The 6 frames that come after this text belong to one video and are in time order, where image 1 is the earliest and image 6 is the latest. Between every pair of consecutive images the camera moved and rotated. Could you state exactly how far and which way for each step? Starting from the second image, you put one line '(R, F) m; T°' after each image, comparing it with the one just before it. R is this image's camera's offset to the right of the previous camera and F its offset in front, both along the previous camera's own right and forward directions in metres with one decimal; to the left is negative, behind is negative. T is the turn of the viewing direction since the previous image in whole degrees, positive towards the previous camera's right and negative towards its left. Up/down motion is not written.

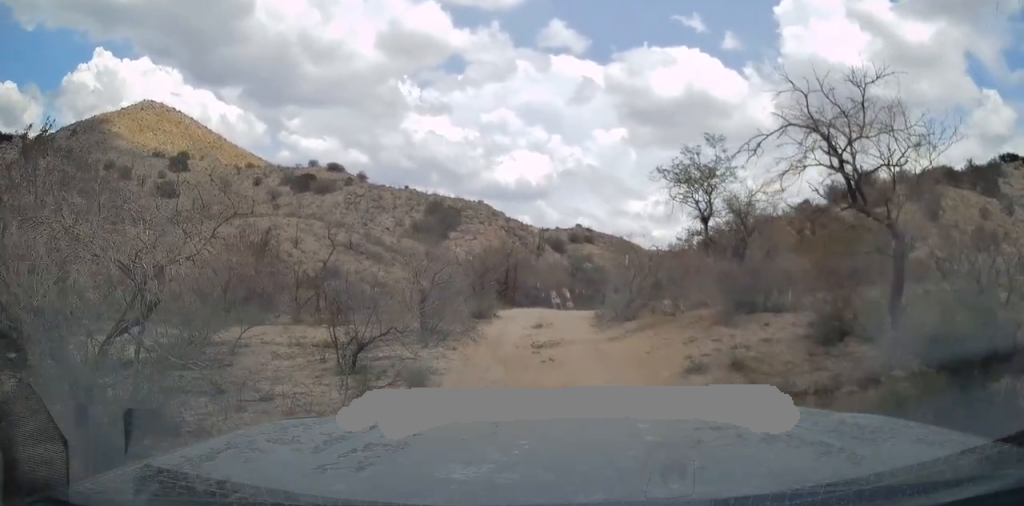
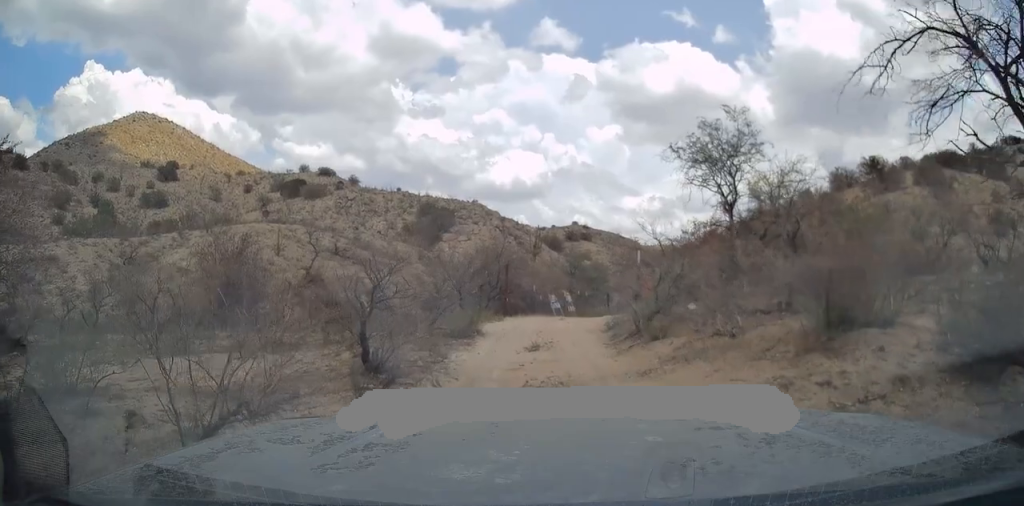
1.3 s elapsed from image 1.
(0.0, +4.0) m; -3°
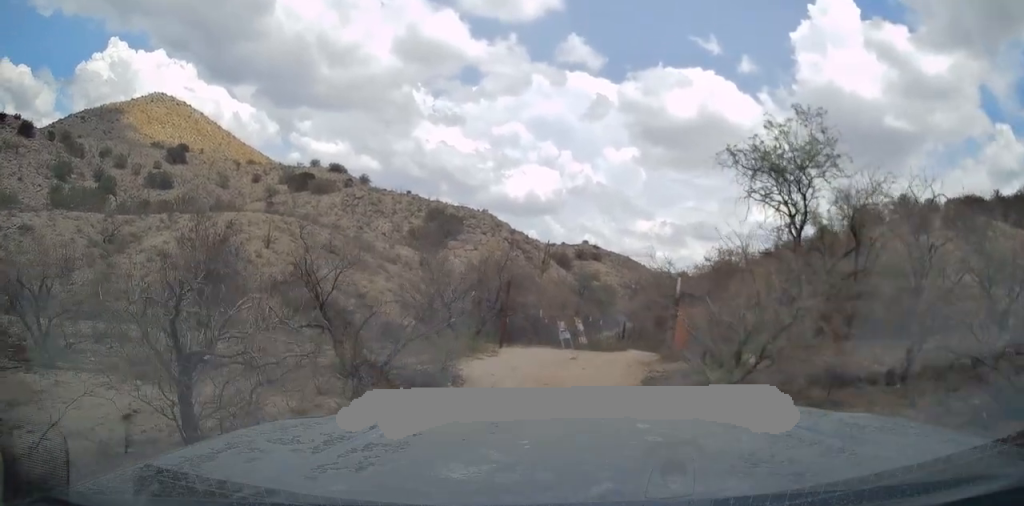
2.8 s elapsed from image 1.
(-0.1, +4.3) m; -4°
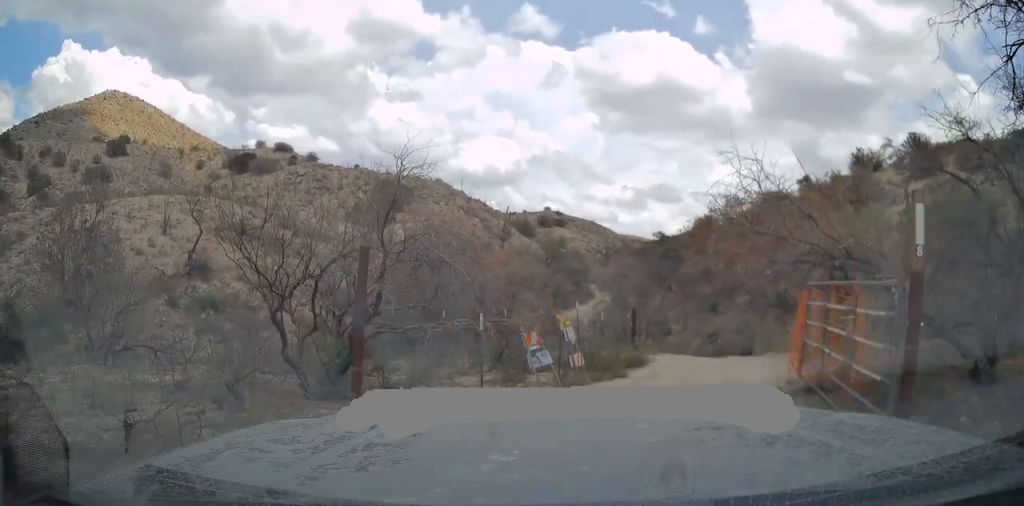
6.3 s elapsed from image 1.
(+0.6, +10.3) m; +13°
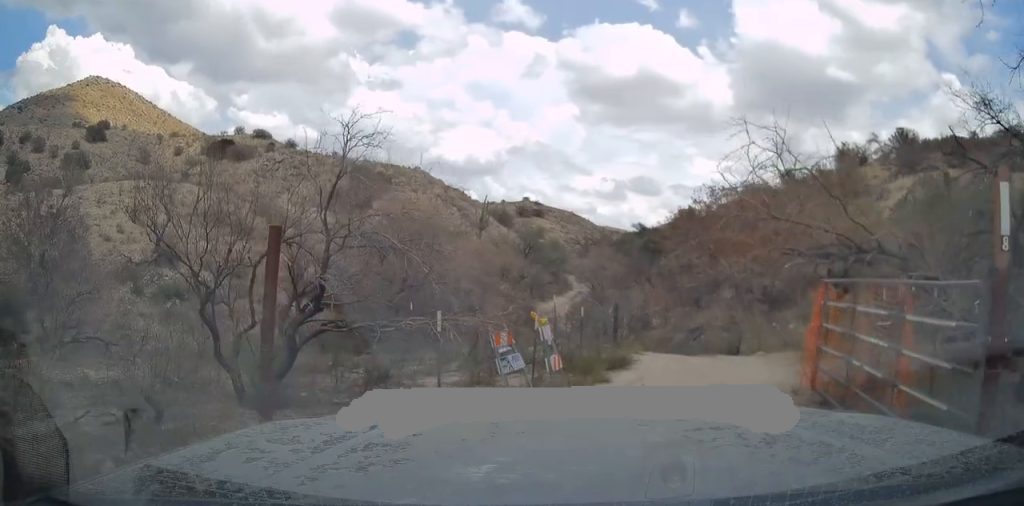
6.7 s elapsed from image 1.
(+0.1, +1.3) m; +2°
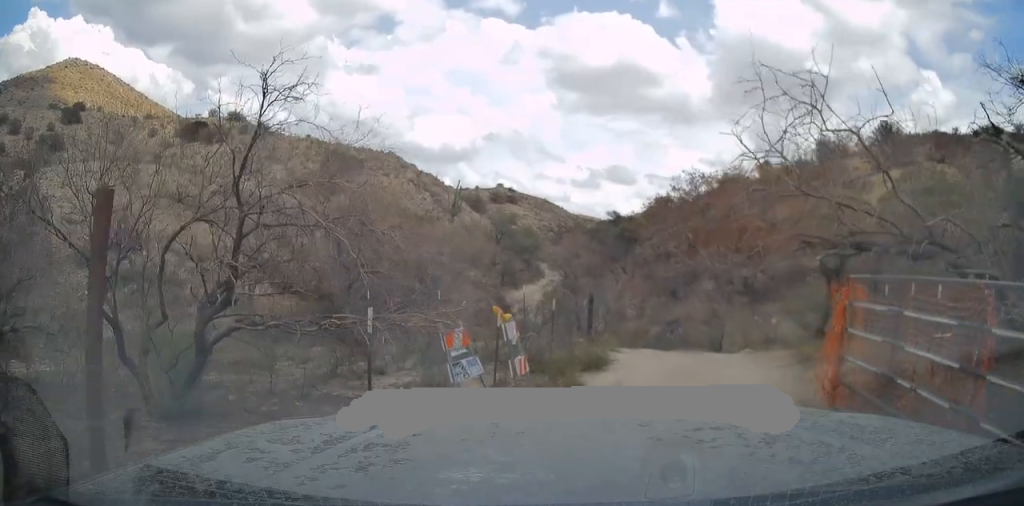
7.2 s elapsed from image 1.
(0.0, +1.5) m; +2°
